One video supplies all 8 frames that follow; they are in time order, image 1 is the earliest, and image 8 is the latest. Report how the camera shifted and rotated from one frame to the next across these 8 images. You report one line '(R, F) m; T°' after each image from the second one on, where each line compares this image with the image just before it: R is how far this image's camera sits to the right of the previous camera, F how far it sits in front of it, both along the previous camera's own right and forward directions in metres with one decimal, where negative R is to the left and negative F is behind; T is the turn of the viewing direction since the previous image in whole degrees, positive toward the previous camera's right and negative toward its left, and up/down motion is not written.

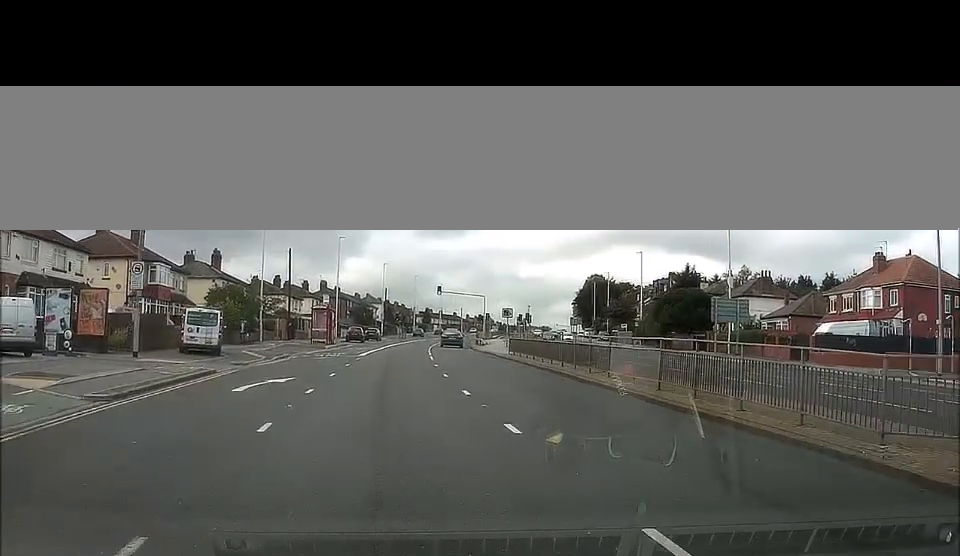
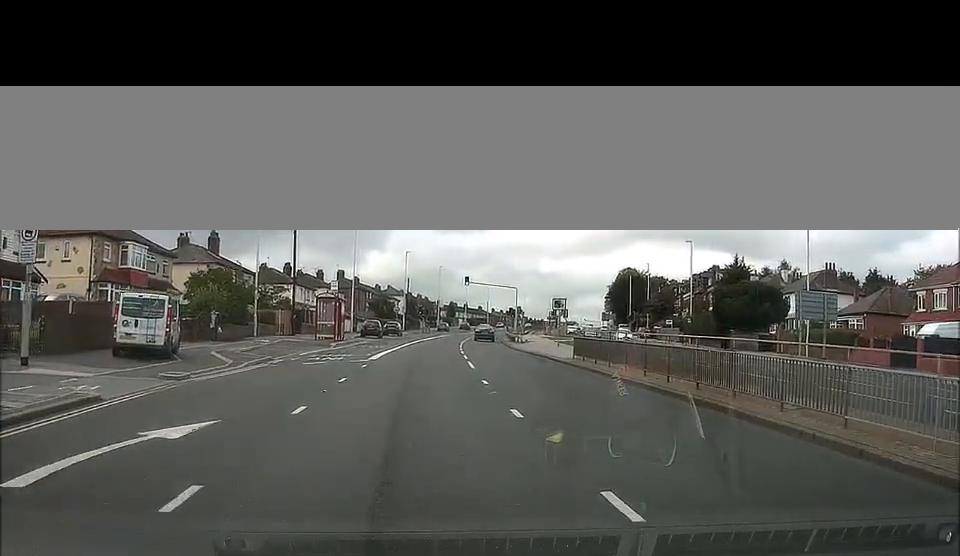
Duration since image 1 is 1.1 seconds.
(-0.2, +11.2) m; -4°
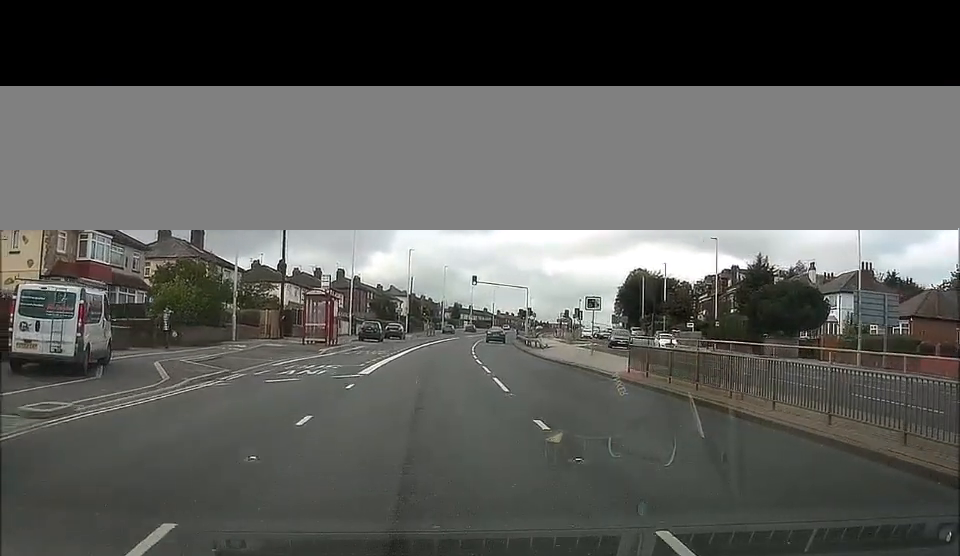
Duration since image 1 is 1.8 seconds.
(-0.1, +7.1) m; -3°
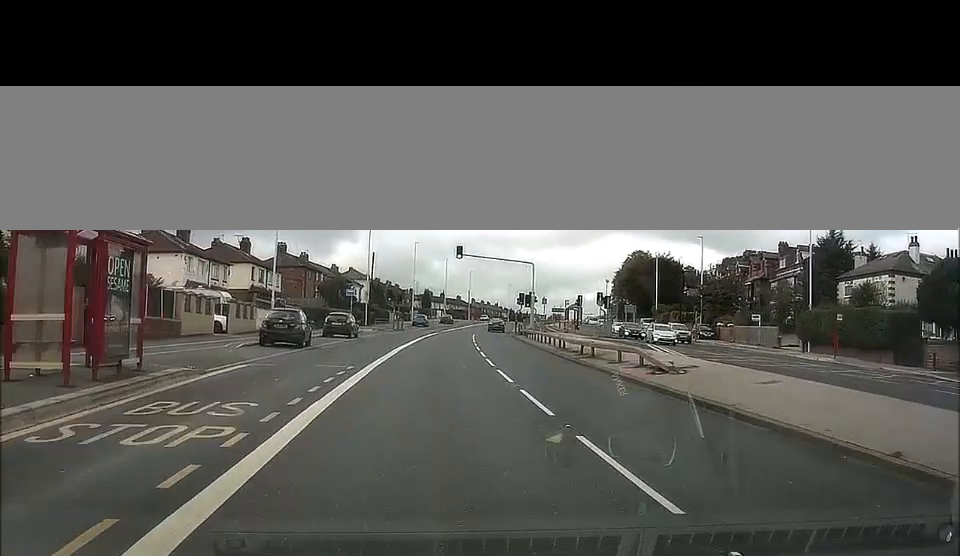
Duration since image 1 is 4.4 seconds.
(-0.5, +28.3) m; -1°
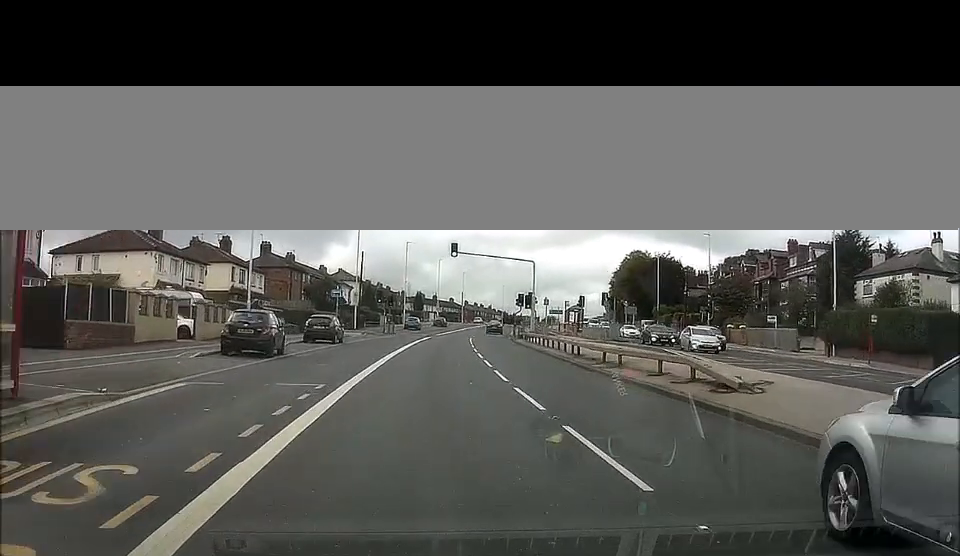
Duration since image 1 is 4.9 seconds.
(0.0, +5.1) m; 0°
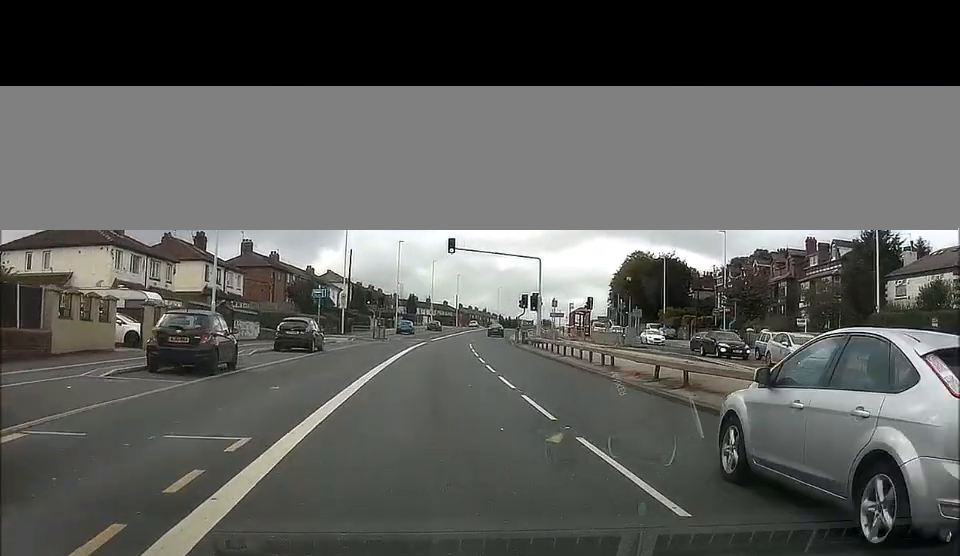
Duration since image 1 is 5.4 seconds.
(-0.3, +7.0) m; +2°
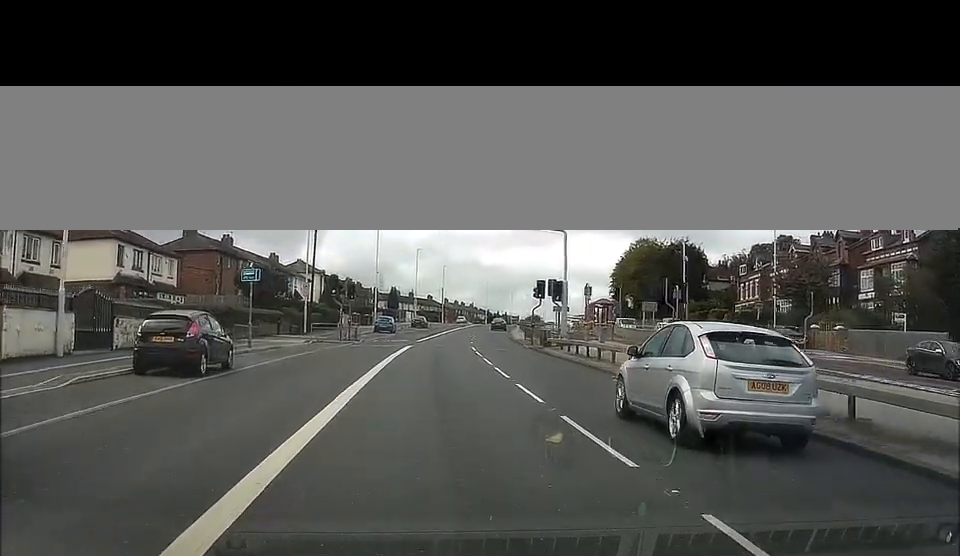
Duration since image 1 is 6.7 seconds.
(+0.9, +16.4) m; +3°
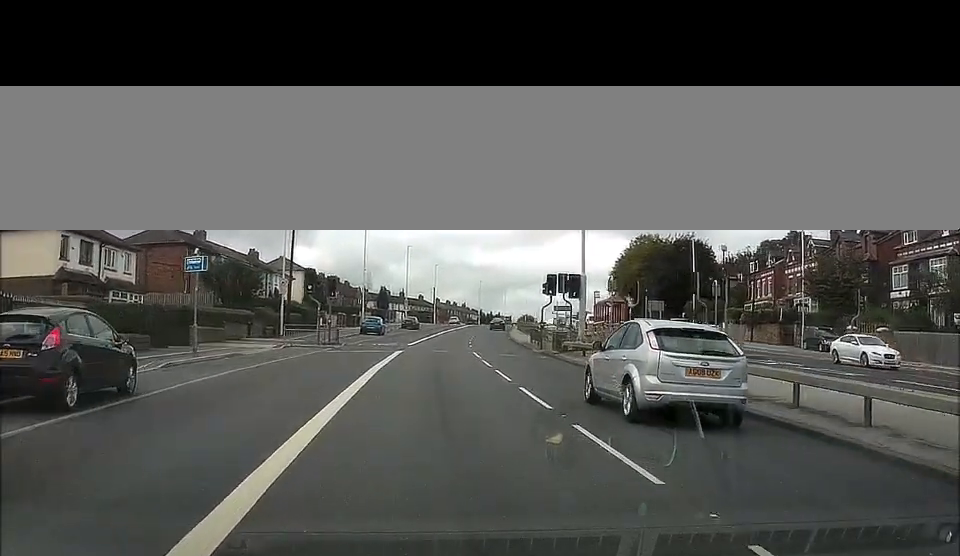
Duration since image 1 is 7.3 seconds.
(-0.3, +6.9) m; 0°
